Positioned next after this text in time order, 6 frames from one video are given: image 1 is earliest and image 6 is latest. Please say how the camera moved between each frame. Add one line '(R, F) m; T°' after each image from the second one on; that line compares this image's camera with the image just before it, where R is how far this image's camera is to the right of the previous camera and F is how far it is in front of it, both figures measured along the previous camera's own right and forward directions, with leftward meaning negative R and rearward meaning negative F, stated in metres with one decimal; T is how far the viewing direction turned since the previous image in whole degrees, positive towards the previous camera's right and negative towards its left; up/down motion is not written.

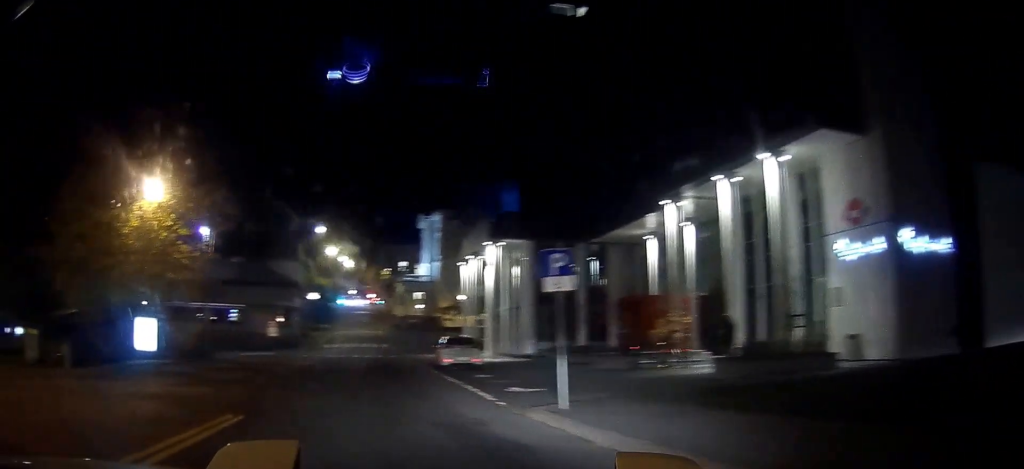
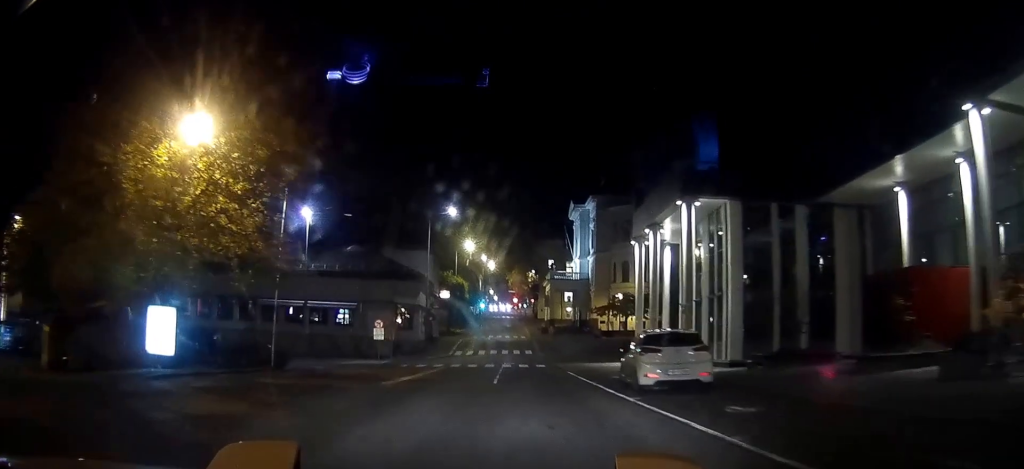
(-3.7, +11.9) m; -19°
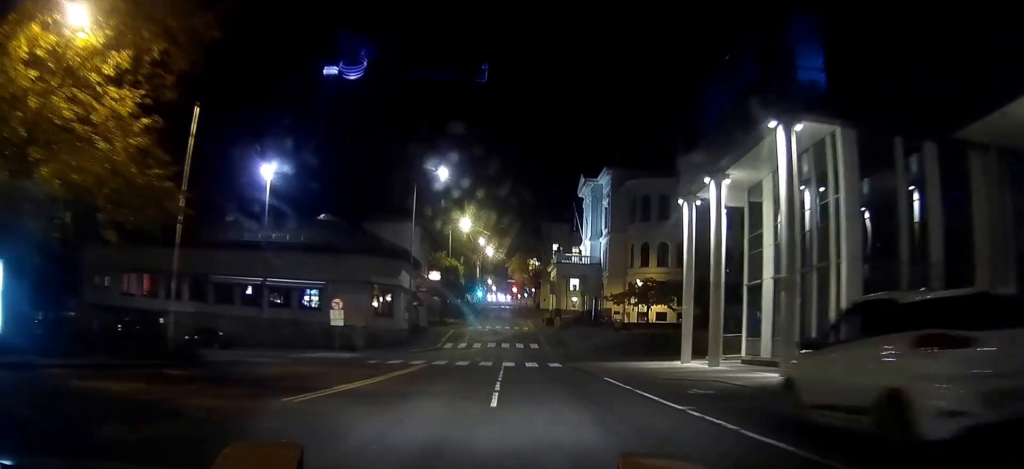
(-0.3, +9.6) m; -4°
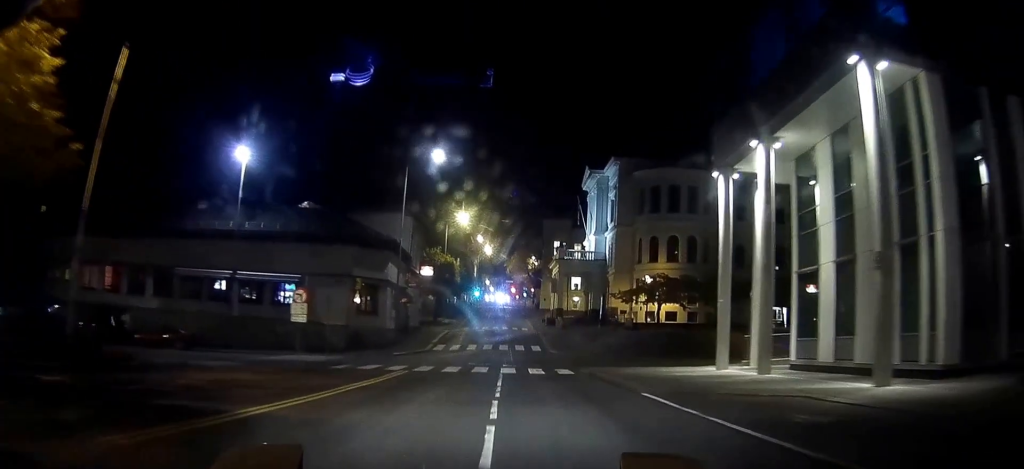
(-0.1, +5.4) m; -2°
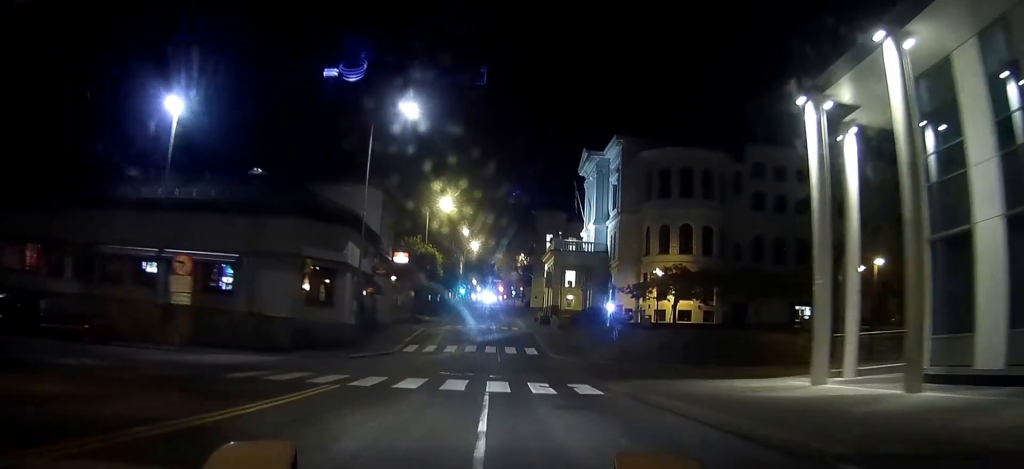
(-0.1, +8.9) m; -1°
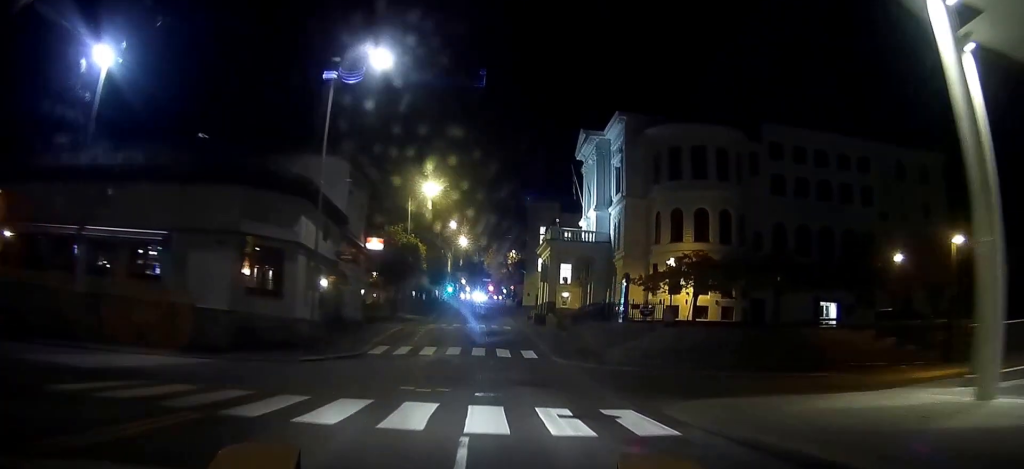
(0.0, +7.2) m; 0°
